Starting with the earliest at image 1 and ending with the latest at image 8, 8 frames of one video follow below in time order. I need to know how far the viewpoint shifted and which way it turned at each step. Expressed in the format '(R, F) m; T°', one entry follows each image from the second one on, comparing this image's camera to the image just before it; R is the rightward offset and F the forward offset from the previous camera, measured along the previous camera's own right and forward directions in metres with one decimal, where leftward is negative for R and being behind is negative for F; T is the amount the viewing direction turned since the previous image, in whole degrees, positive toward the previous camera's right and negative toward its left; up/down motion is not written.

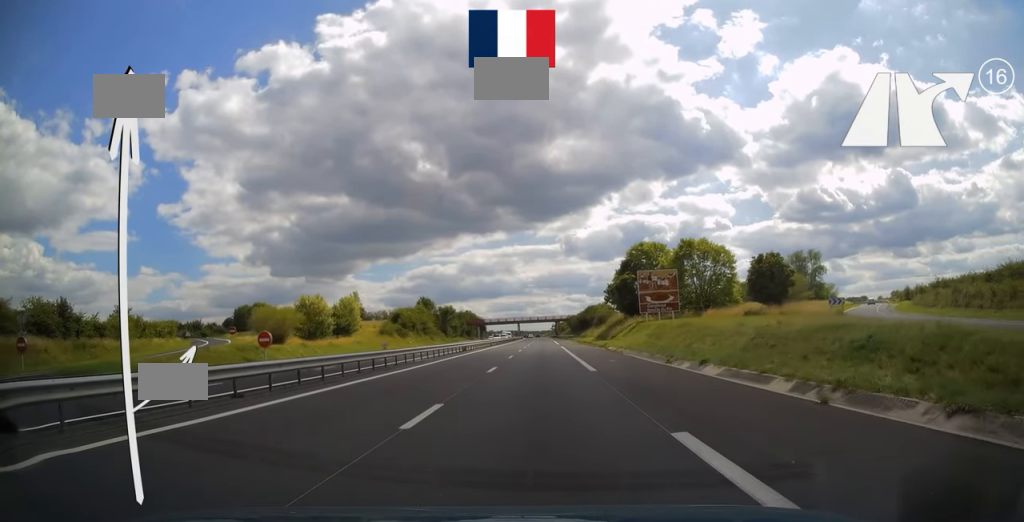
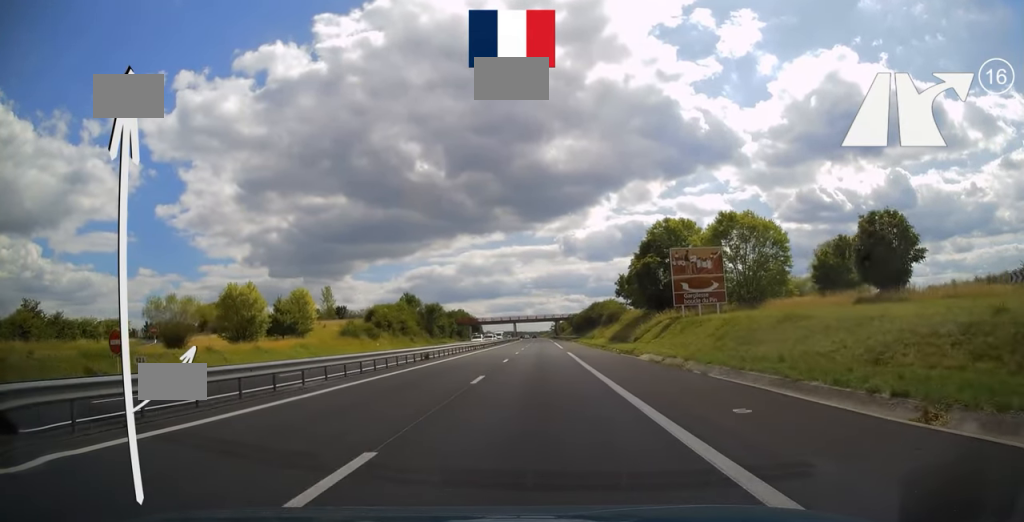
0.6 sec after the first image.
(+0.2, +17.6) m; 0°
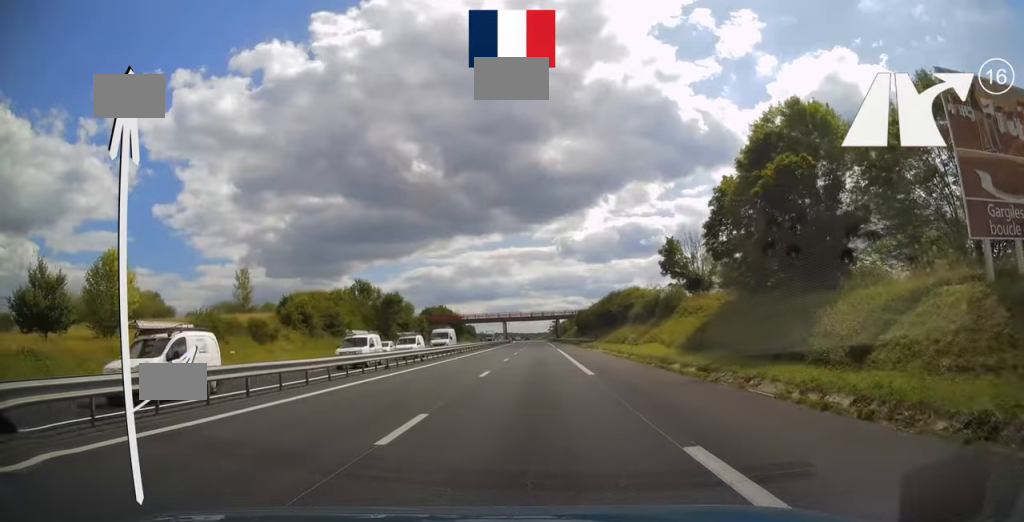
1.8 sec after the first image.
(+0.2, +35.3) m; 0°
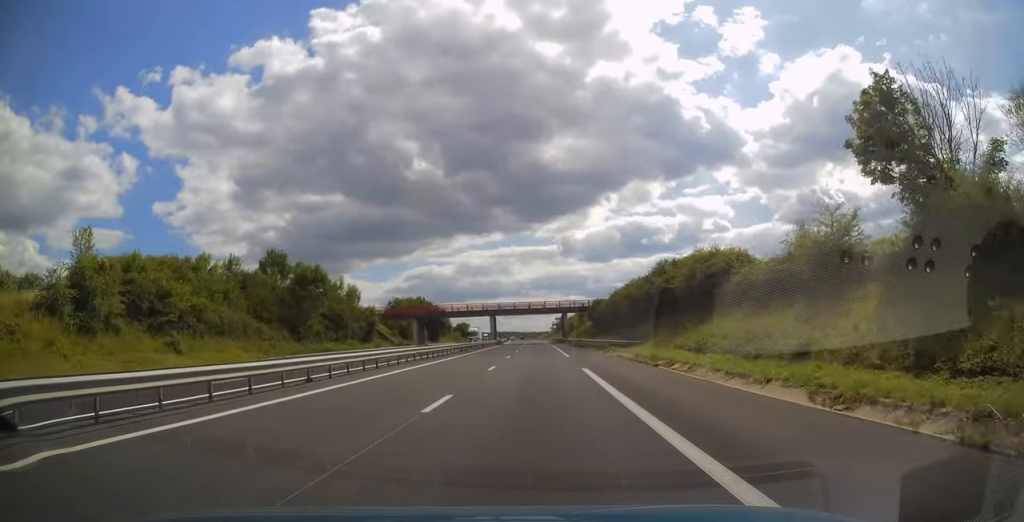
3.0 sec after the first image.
(-0.3, +35.8) m; 0°
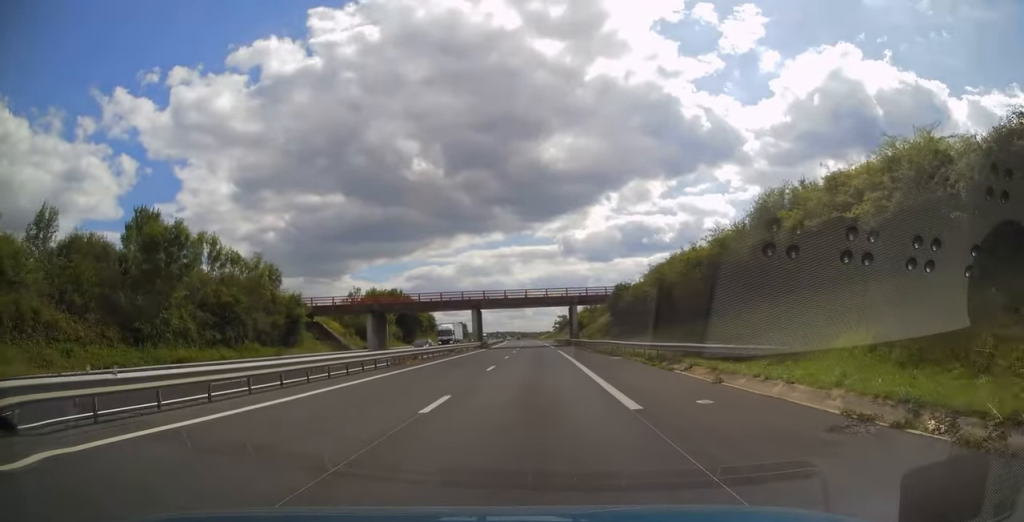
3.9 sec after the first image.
(+0.2, +25.9) m; 0°
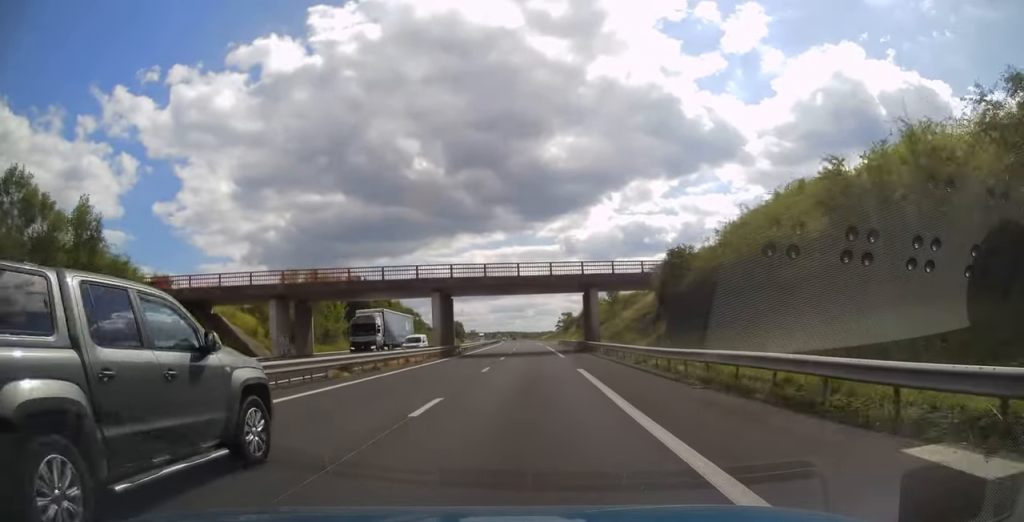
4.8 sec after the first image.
(0.0, +26.3) m; -1°
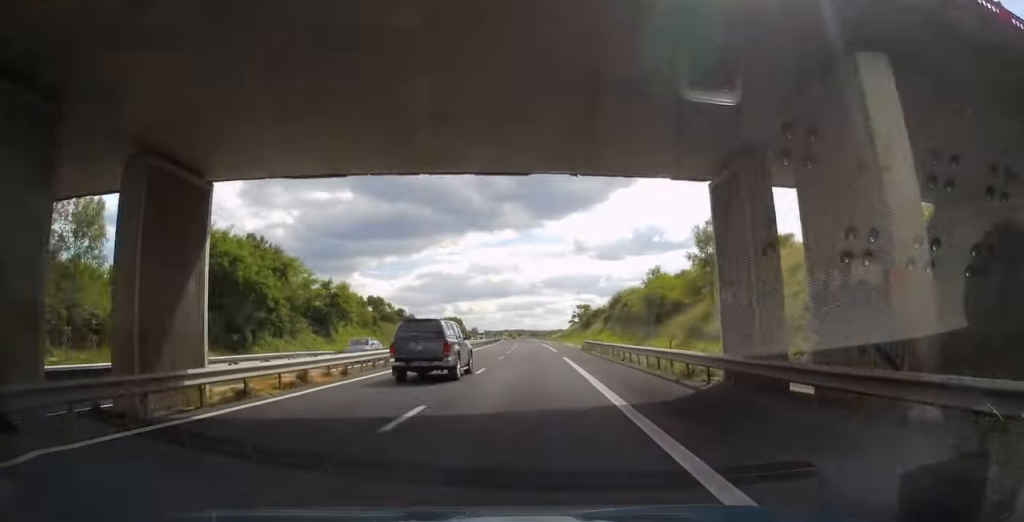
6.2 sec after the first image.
(-0.6, +40.4) m; -1°
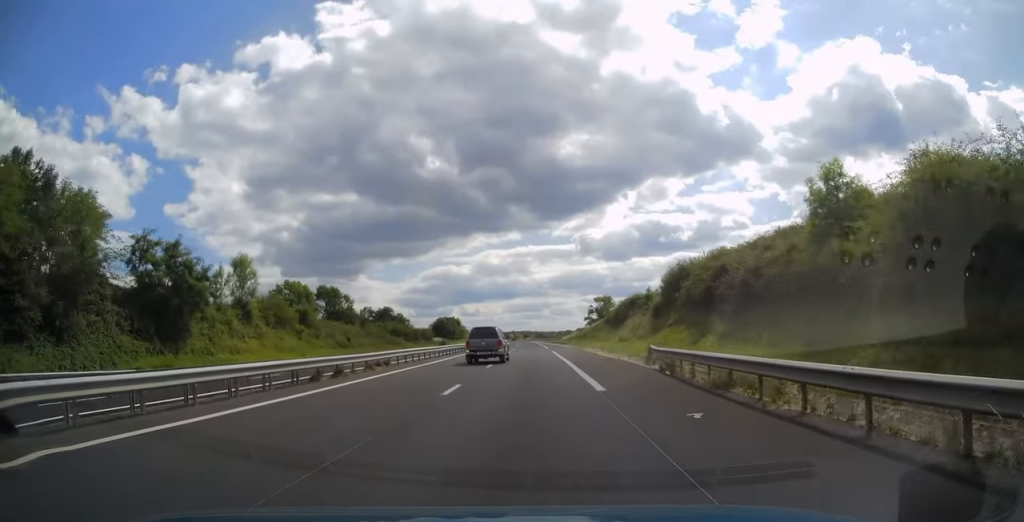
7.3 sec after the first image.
(-0.3, +33.3) m; -1°
